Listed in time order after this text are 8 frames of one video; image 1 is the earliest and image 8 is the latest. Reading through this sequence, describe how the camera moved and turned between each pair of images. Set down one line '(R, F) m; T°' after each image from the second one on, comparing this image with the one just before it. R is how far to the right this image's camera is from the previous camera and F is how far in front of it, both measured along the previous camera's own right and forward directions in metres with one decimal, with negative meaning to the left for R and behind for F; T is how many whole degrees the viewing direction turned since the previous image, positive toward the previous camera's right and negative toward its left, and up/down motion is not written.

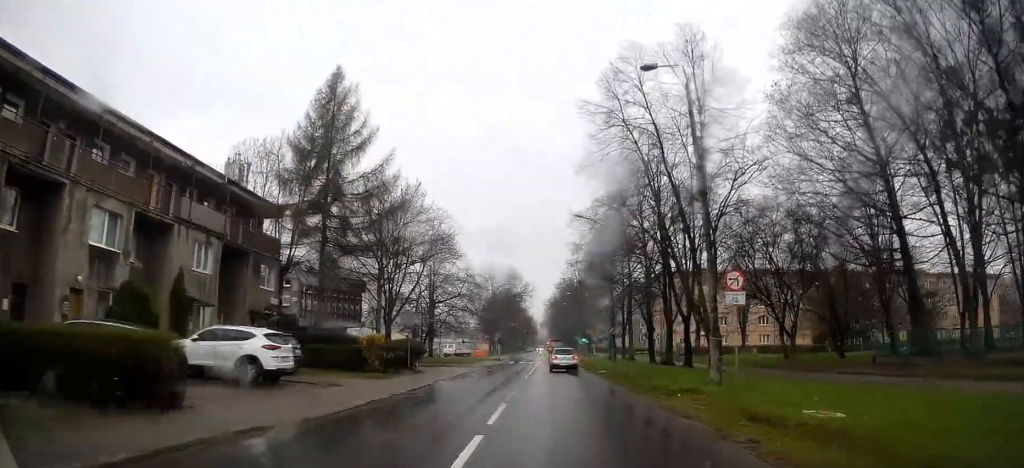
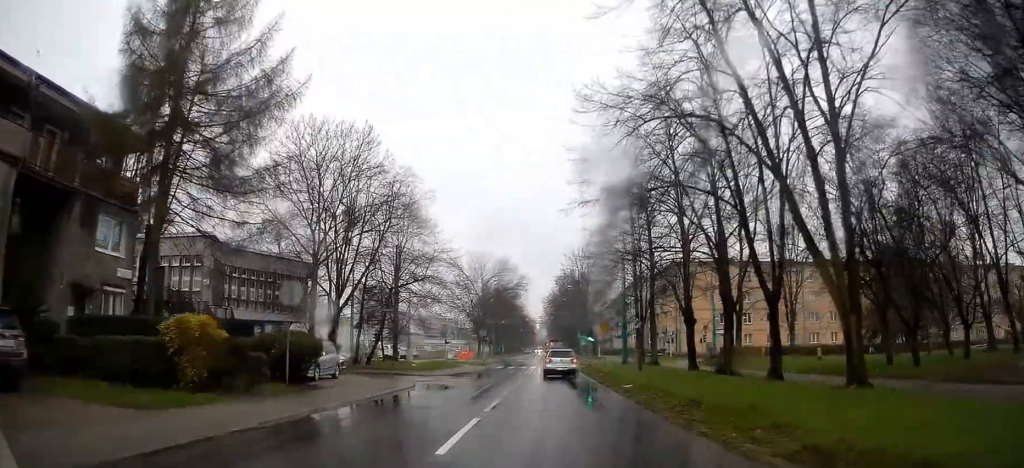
(+0.5, +14.3) m; +2°
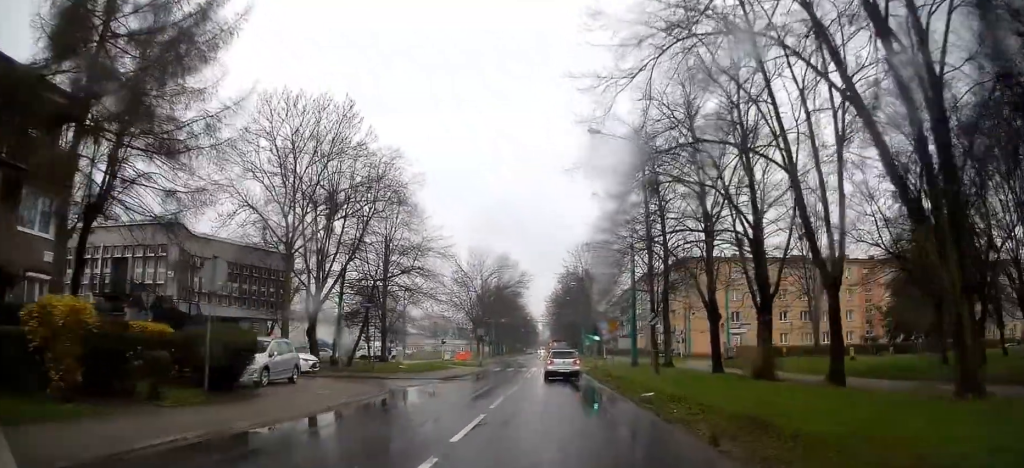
(-0.1, +4.6) m; -1°
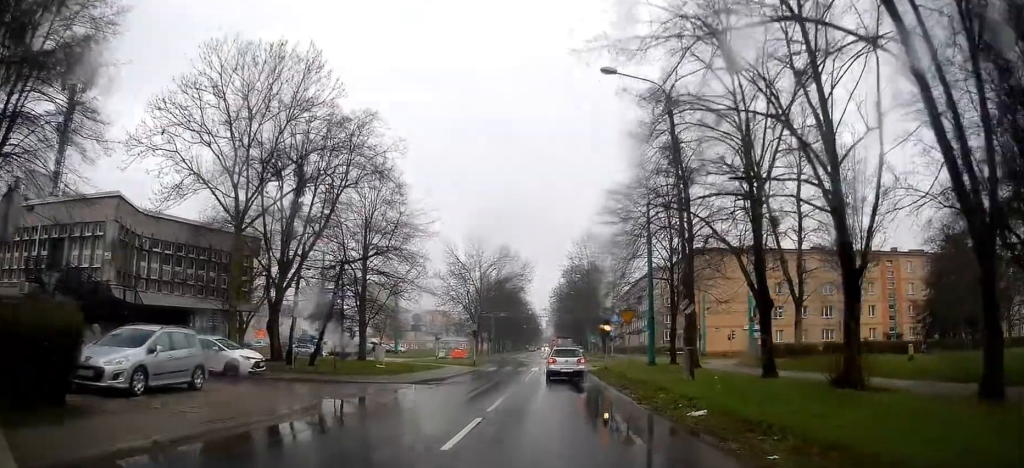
(-0.1, +6.7) m; -2°
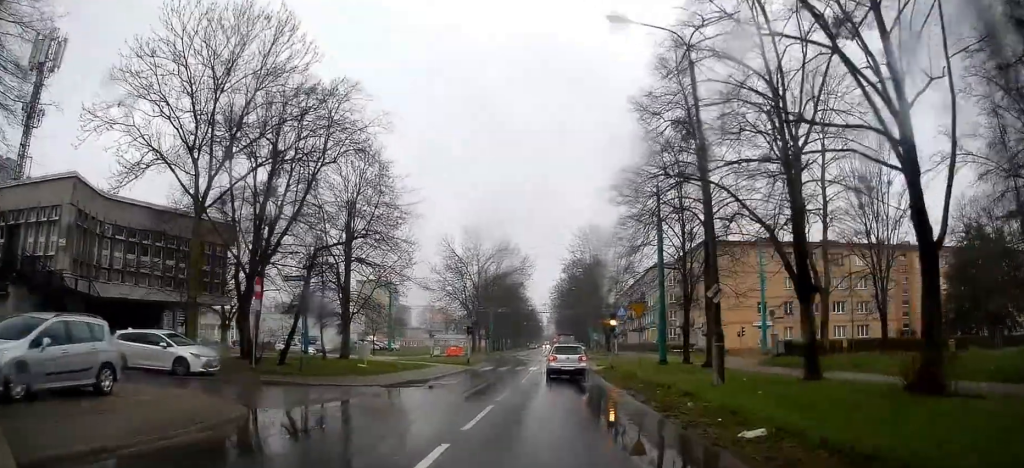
(-0.1, +3.8) m; 0°
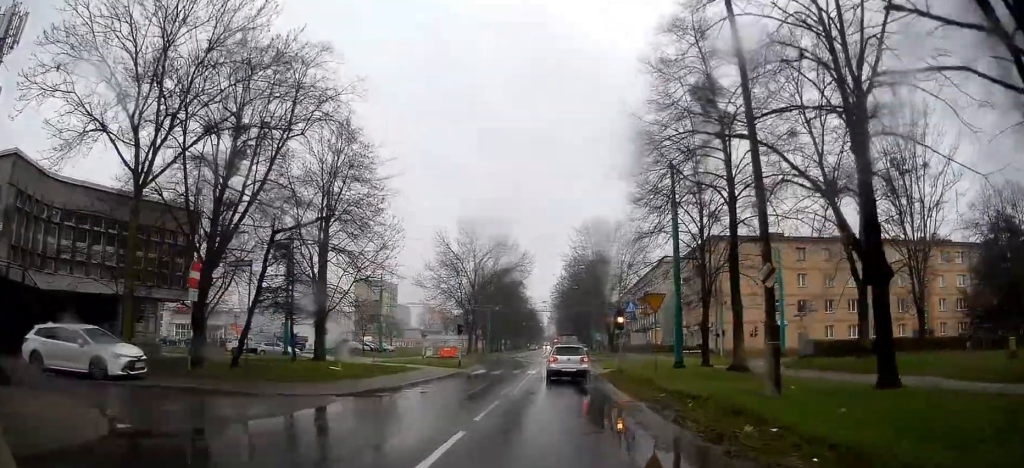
(-0.1, +4.9) m; +1°
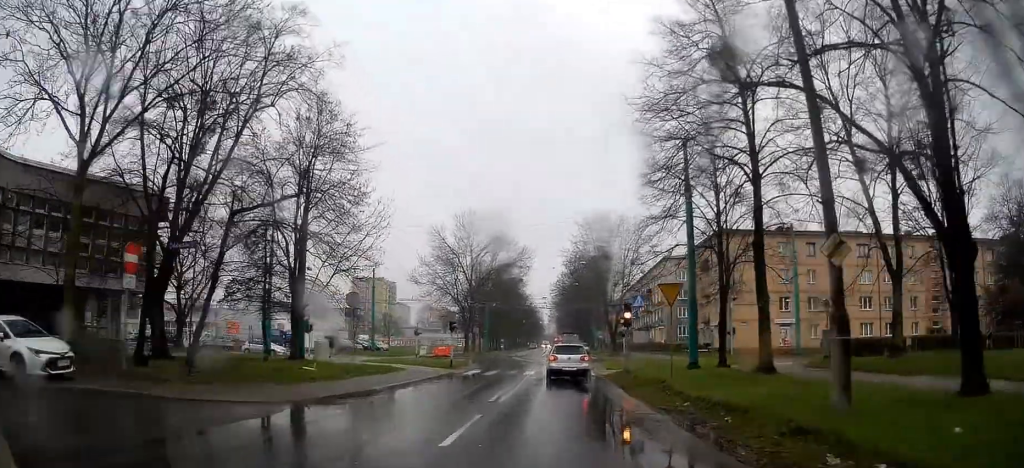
(+0.2, +3.6) m; +1°
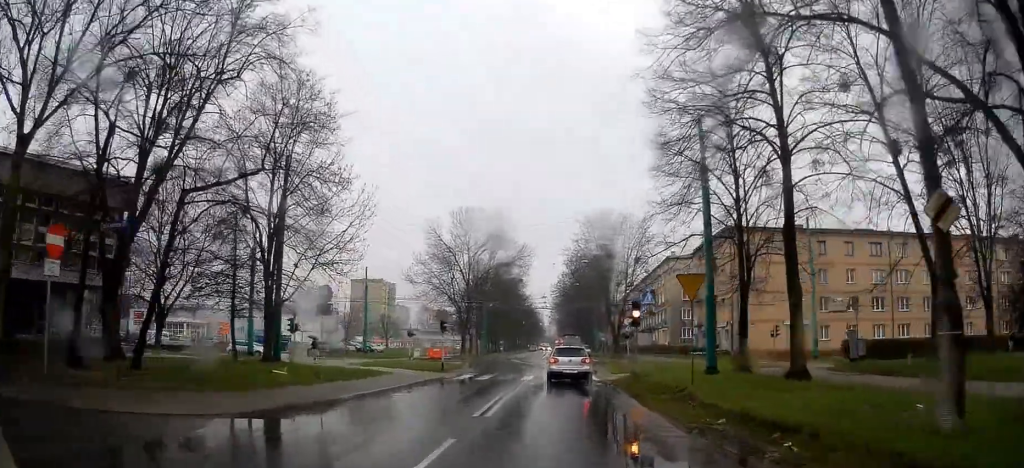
(+0.1, +3.6) m; +1°
